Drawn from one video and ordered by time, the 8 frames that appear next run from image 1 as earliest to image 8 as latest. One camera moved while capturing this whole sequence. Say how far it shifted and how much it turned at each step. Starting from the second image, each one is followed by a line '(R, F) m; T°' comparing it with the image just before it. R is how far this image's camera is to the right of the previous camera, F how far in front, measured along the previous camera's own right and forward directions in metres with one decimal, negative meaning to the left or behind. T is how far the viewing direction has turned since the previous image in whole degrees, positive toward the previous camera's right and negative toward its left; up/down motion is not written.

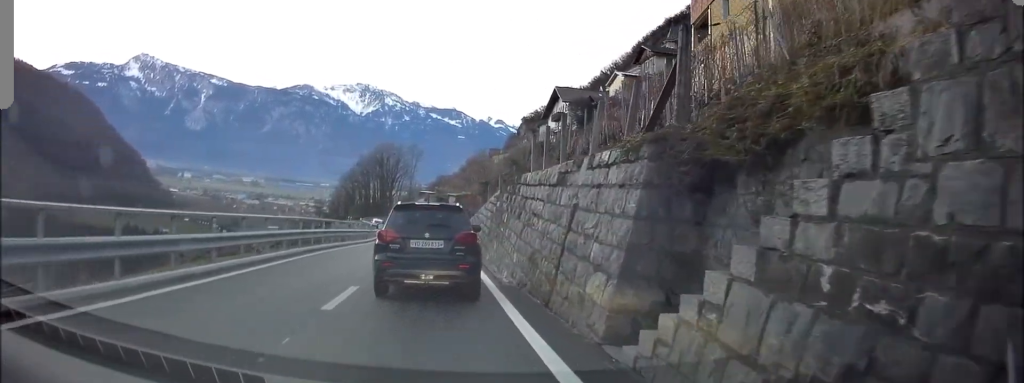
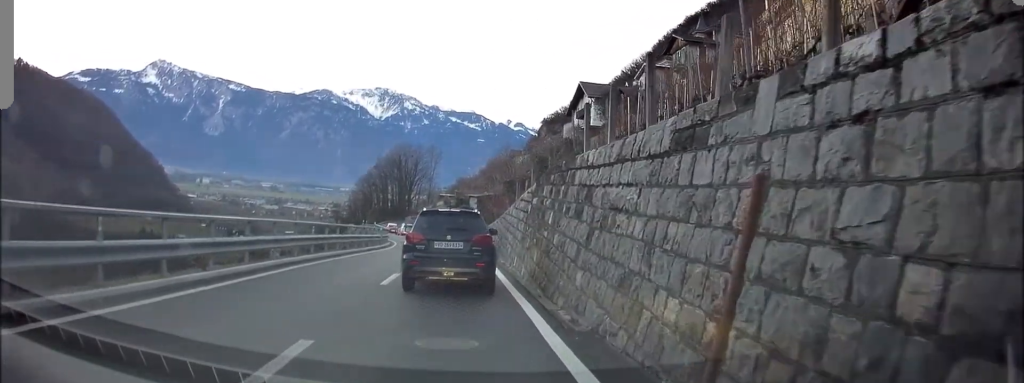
(-0.6, +5.2) m; -5°
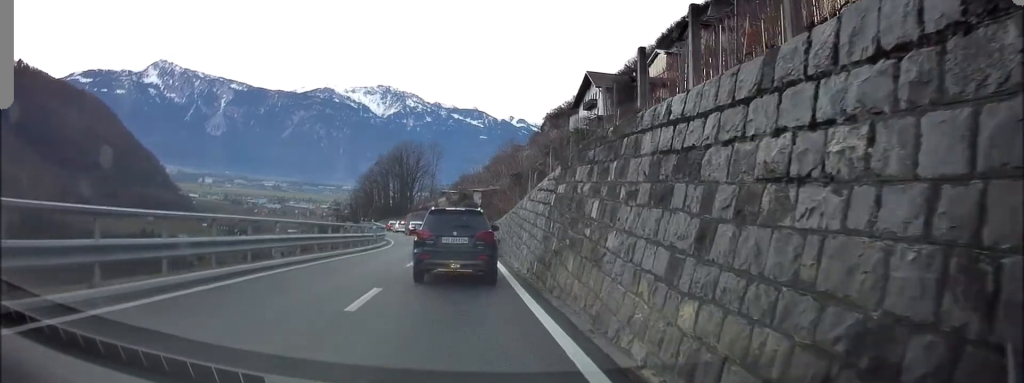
(+0.1, +3.9) m; +5°
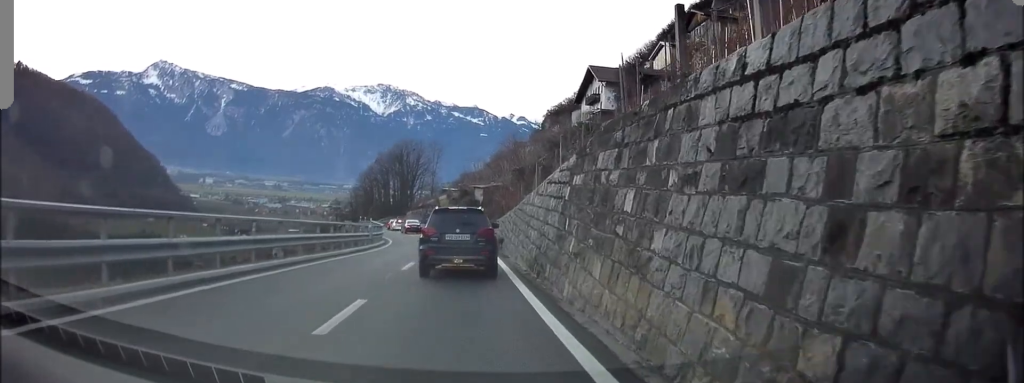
(+0.3, +1.8) m; +3°
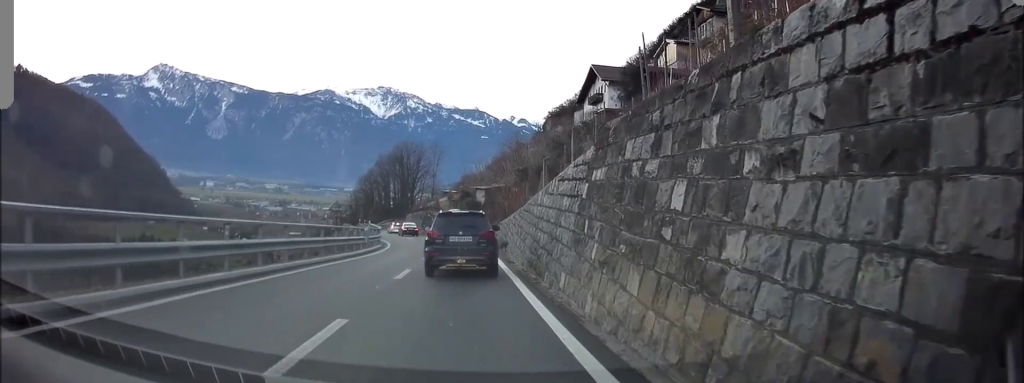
(0.0, +1.8) m; 0°
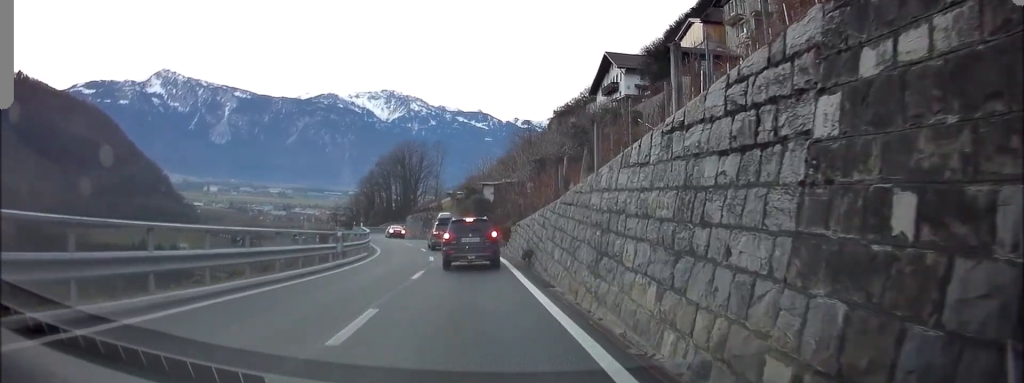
(-0.3, +7.2) m; -3°
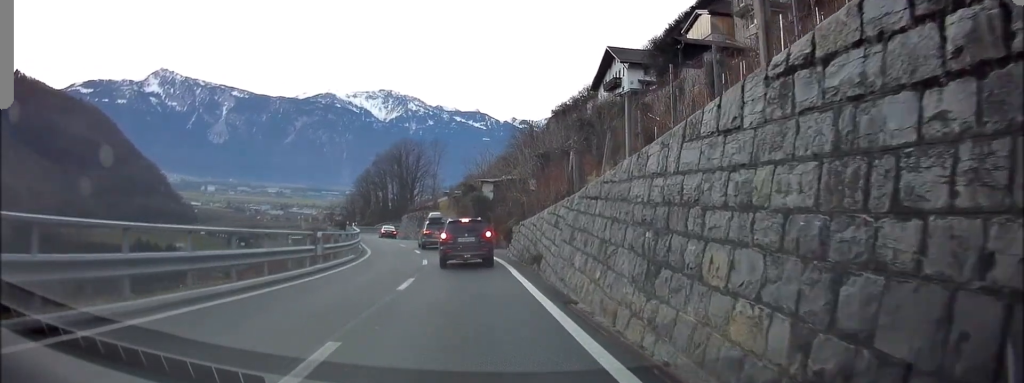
(0.0, +2.7) m; 0°
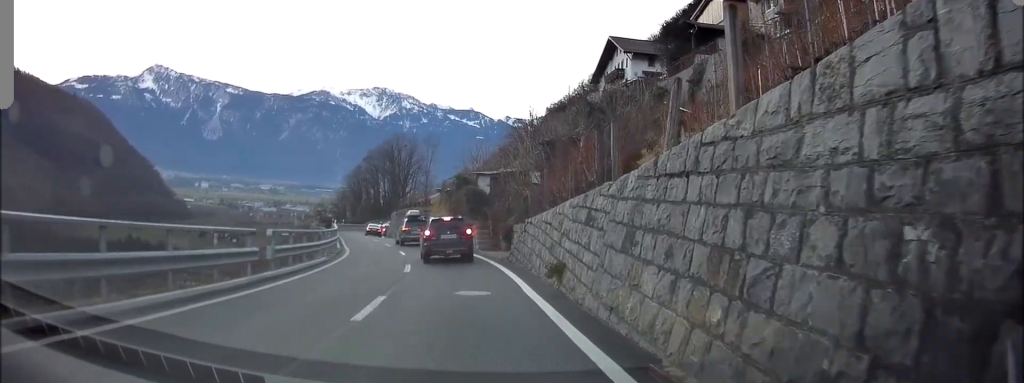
(0.0, +4.1) m; +1°
